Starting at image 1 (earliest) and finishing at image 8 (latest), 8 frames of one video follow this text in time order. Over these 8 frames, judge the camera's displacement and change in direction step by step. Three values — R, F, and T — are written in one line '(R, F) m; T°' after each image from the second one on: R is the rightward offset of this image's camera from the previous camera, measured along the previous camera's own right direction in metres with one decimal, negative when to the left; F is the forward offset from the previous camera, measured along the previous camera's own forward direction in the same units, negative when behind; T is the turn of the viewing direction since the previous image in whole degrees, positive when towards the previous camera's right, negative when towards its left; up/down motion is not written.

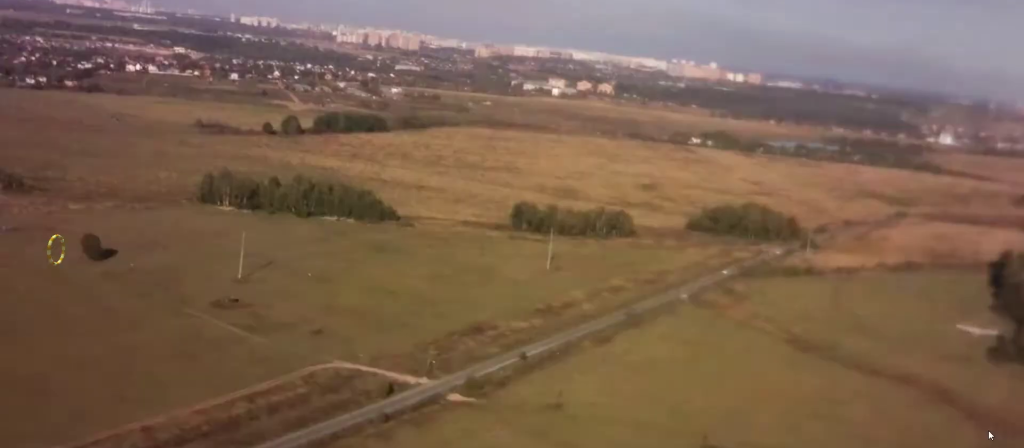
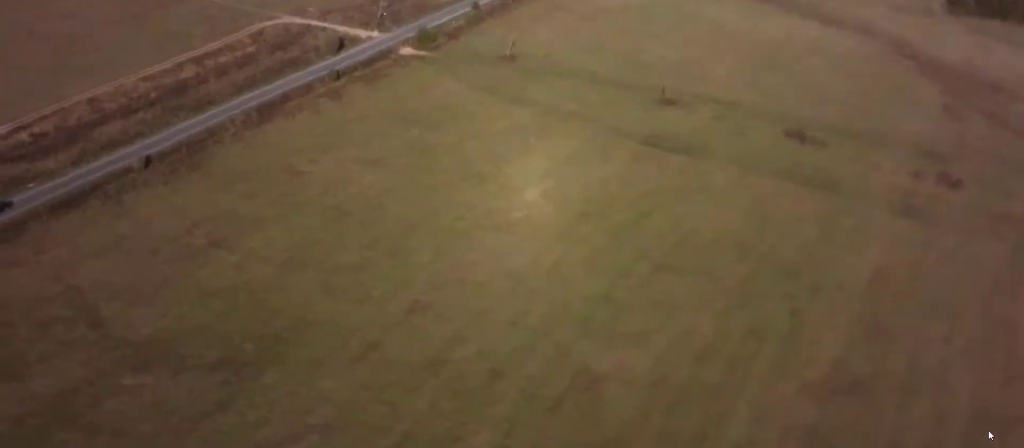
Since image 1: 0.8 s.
(-0.2, +13.5) m; 0°
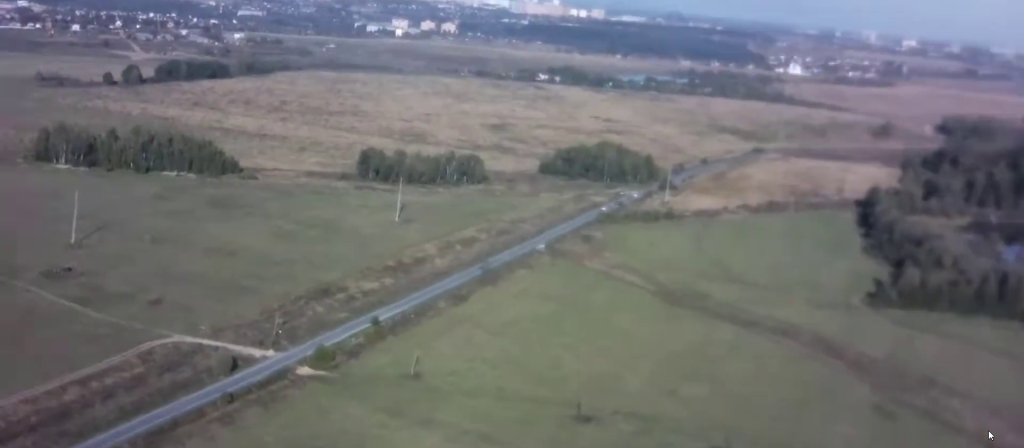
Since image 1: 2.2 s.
(+0.2, +24.0) m; +4°
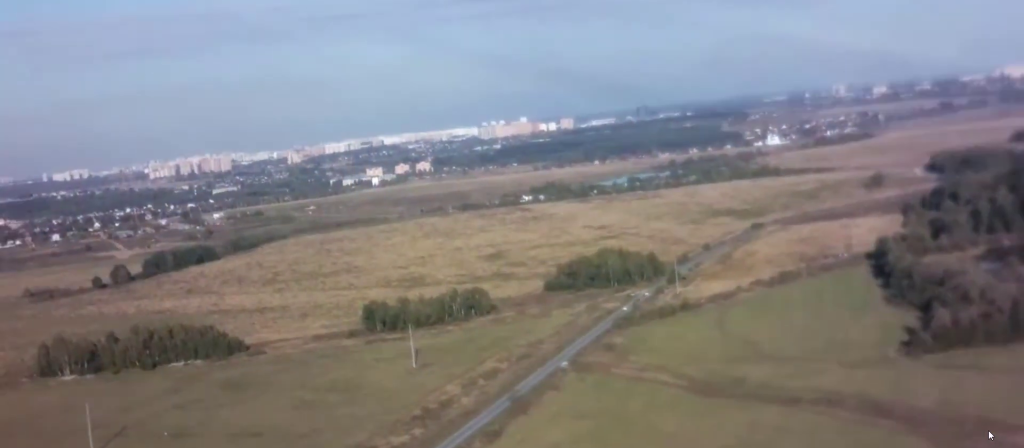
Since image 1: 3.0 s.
(+0.5, +12.3) m; +5°
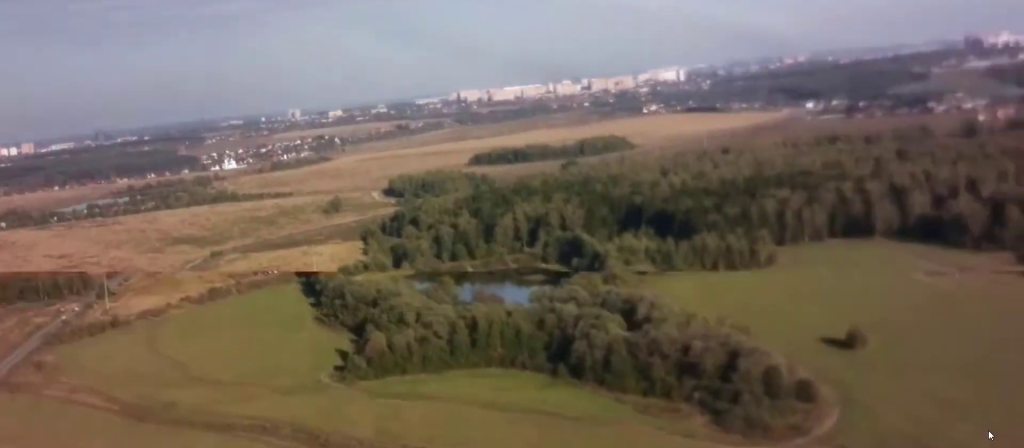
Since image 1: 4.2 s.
(+1.1, +16.6) m; +9°
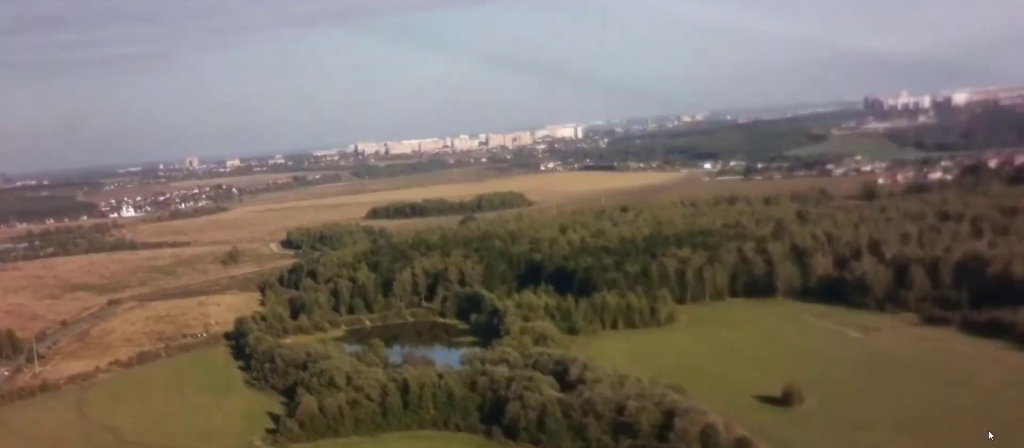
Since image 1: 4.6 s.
(+0.5, +6.1) m; +7°
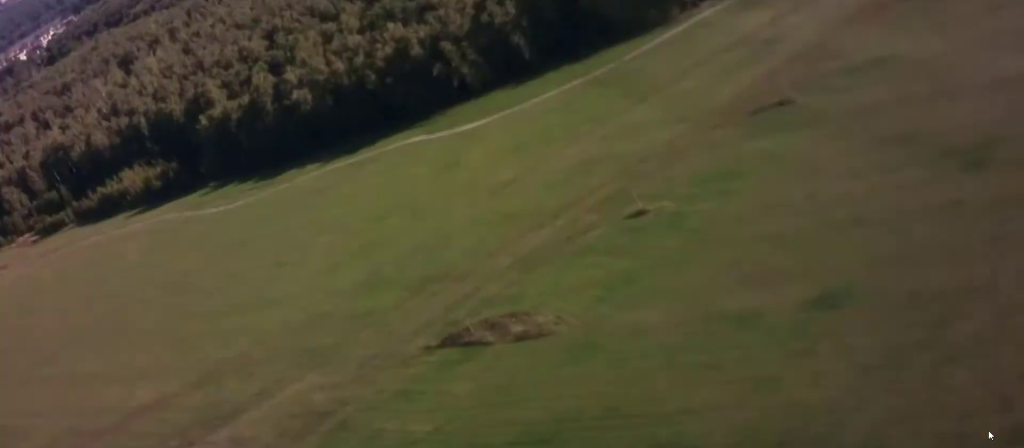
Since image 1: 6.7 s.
(+7.7, +22.1) m; +42°
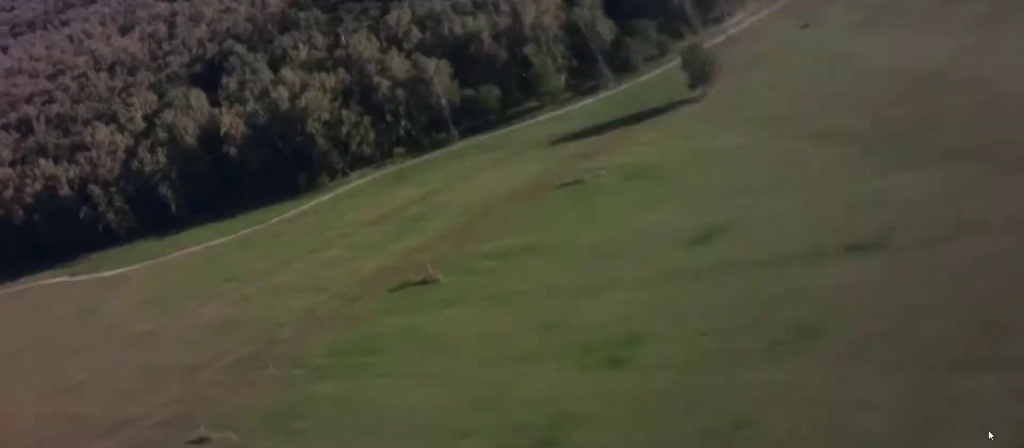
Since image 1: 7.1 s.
(+0.3, +4.8) m; +8°
